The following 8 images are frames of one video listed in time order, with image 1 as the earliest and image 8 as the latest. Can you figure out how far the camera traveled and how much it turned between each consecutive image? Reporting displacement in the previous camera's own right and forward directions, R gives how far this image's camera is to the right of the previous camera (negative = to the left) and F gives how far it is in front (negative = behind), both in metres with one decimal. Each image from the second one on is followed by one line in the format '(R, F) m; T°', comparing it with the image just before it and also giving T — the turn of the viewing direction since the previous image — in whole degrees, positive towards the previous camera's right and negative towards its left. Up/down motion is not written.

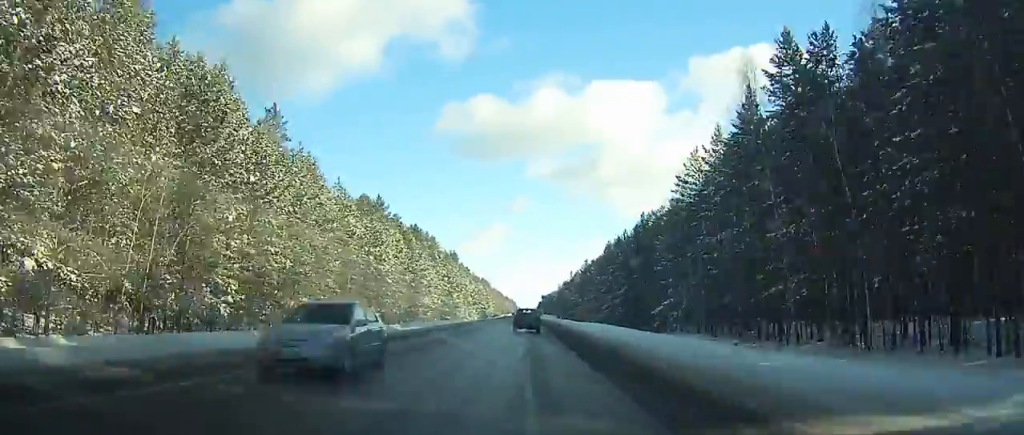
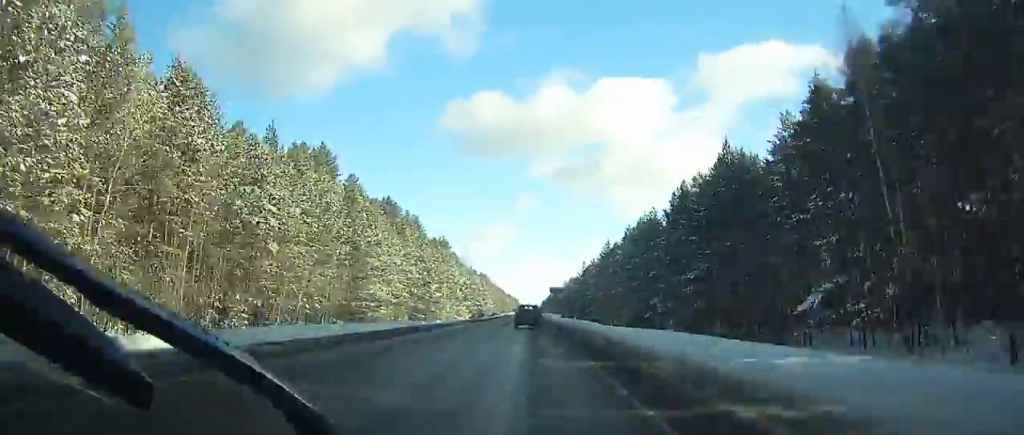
(0.0, +35.8) m; 0°
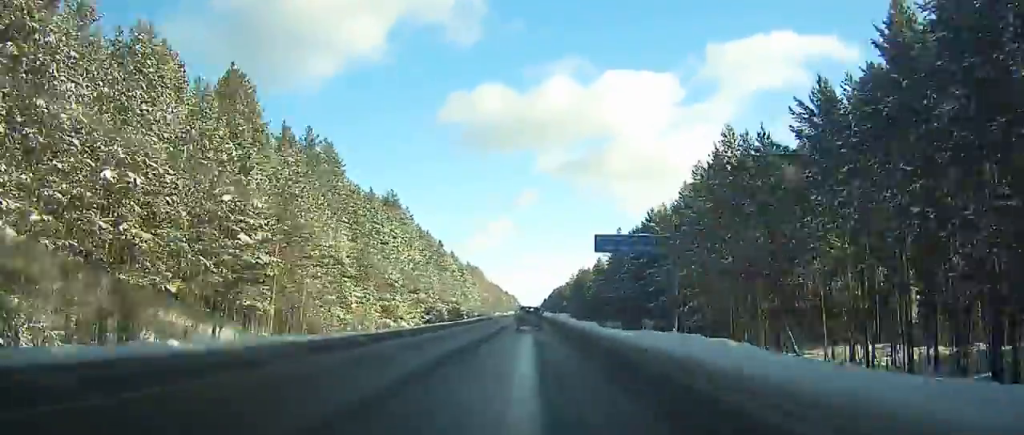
(-0.1, +71.5) m; 0°
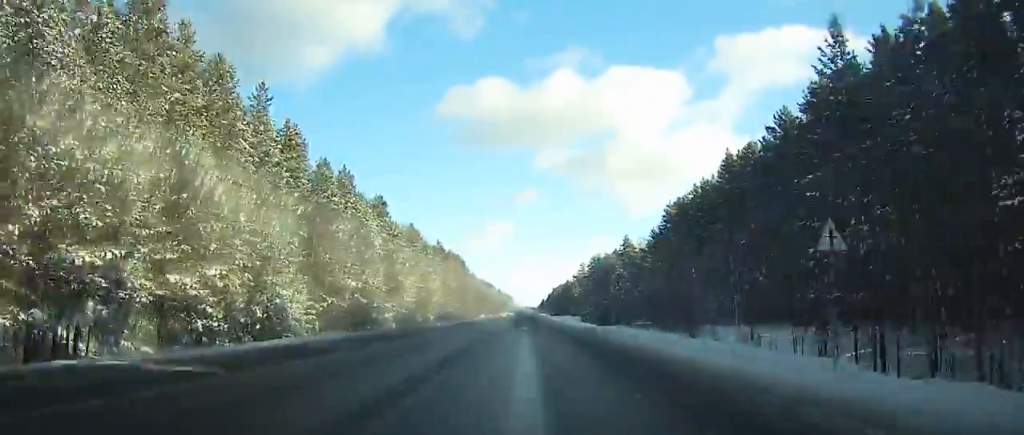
(0.0, +81.3) m; 0°
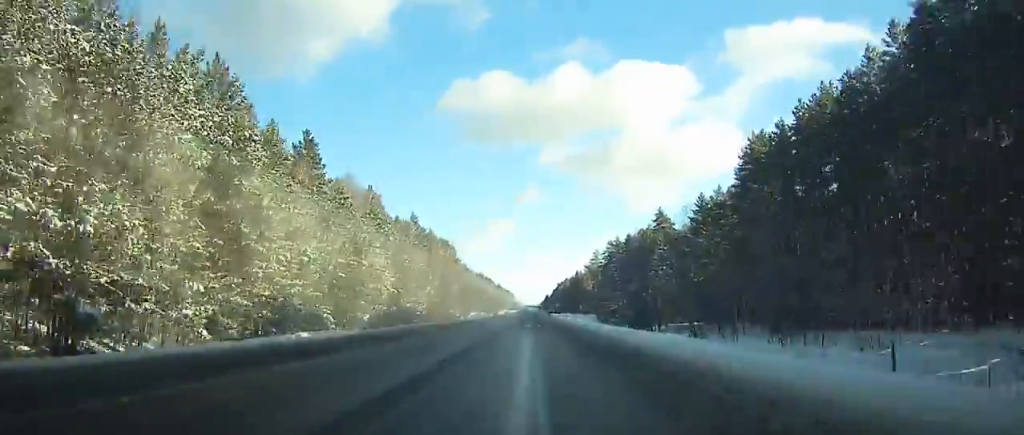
(-0.1, +45.2) m; 0°
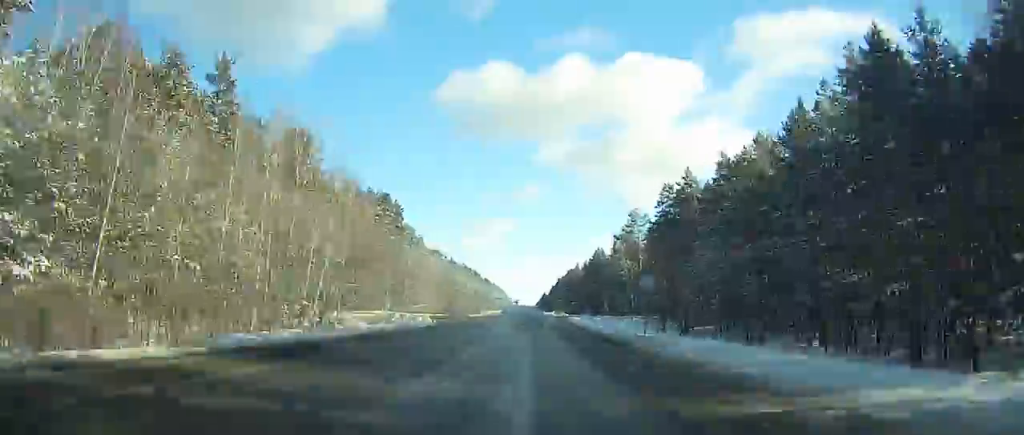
(+0.5, +91.2) m; 0°
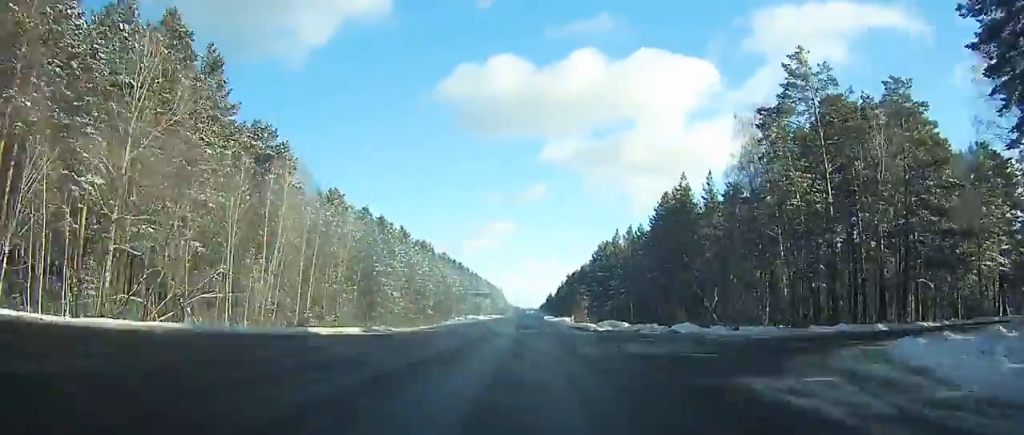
(0.0, +91.6) m; 0°
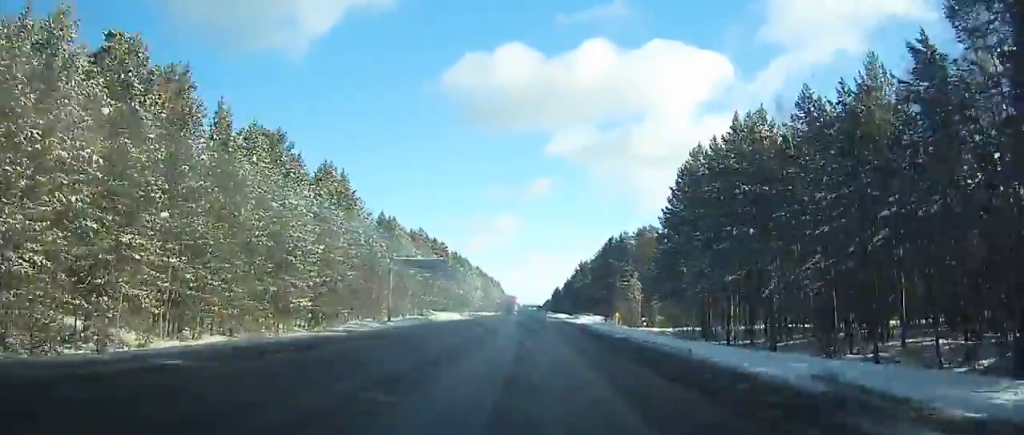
(-0.1, +69.2) m; 0°
